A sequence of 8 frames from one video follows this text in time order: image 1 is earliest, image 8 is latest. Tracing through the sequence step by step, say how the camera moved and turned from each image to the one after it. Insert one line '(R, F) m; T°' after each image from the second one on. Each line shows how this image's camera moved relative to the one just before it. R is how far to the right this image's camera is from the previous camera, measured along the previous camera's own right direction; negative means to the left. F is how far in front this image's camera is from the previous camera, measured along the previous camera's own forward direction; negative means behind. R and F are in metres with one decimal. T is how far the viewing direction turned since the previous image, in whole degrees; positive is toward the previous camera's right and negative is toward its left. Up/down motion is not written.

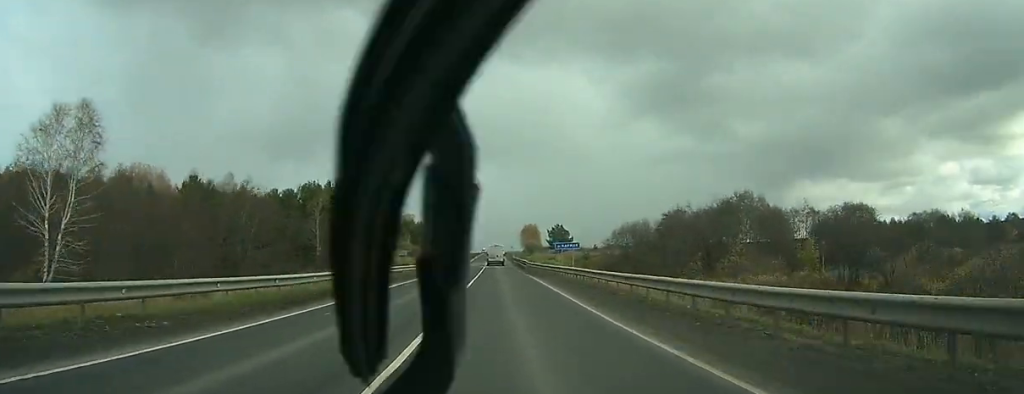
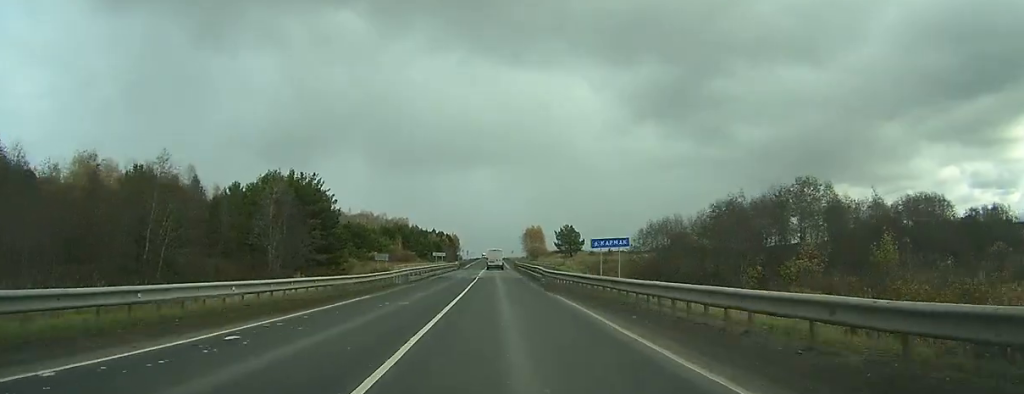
(0.0, +19.9) m; 0°
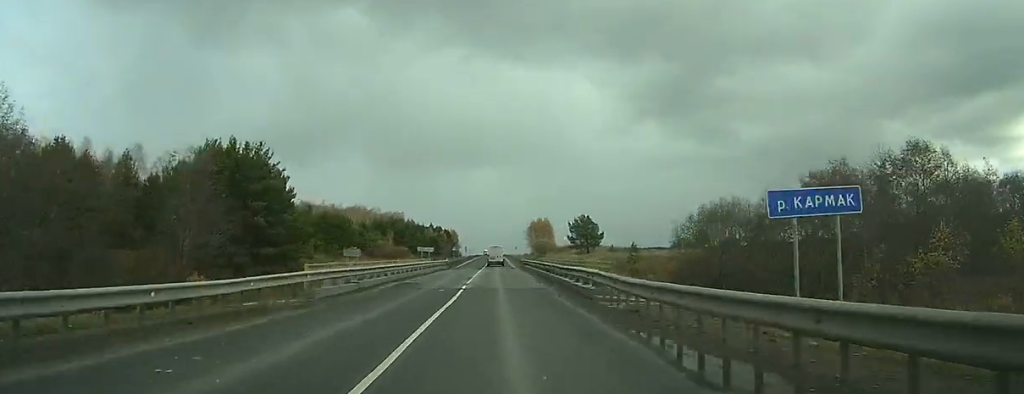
(+0.1, +21.3) m; 0°
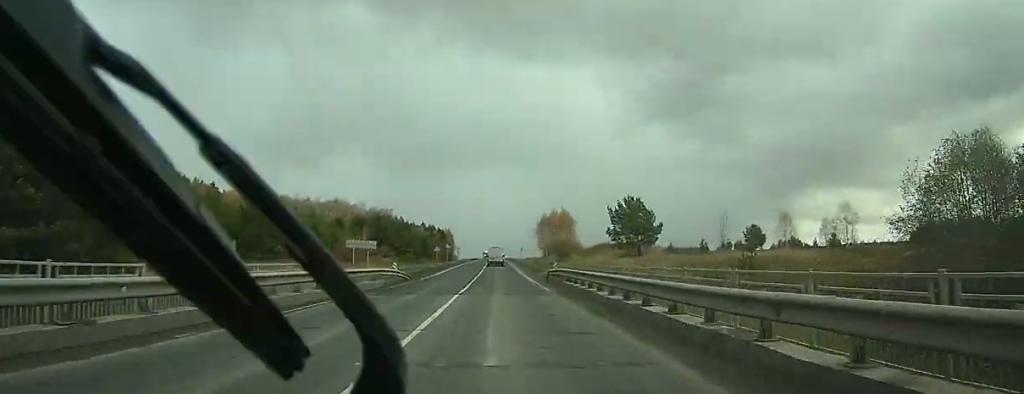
(+0.1, +36.1) m; 0°
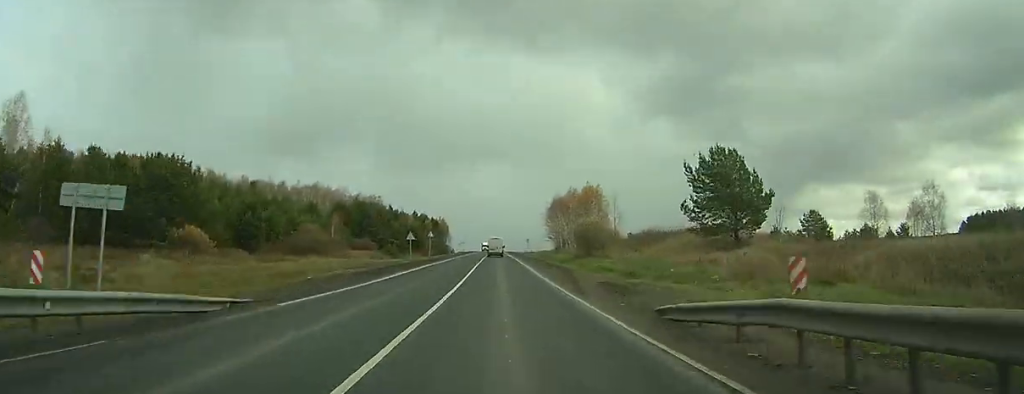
(+0.1, +27.1) m; 0°
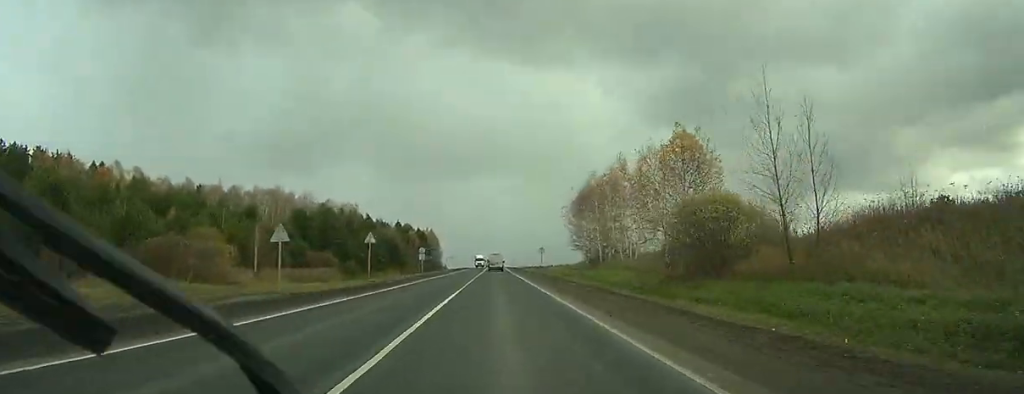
(+0.3, +35.7) m; 0°
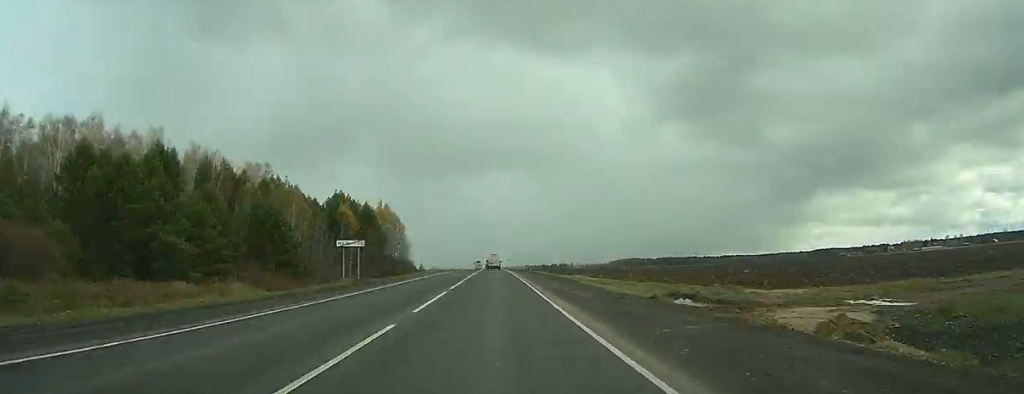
(-0.1, +85.0) m; 0°
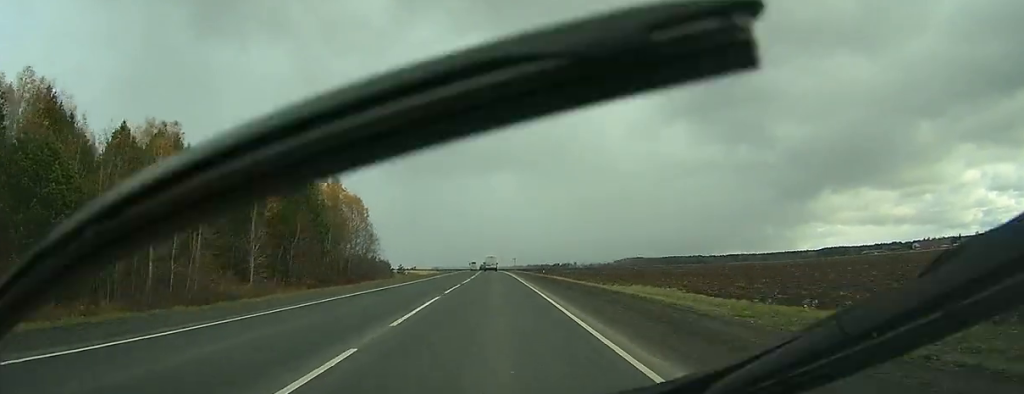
(0.0, +40.2) m; -1°
